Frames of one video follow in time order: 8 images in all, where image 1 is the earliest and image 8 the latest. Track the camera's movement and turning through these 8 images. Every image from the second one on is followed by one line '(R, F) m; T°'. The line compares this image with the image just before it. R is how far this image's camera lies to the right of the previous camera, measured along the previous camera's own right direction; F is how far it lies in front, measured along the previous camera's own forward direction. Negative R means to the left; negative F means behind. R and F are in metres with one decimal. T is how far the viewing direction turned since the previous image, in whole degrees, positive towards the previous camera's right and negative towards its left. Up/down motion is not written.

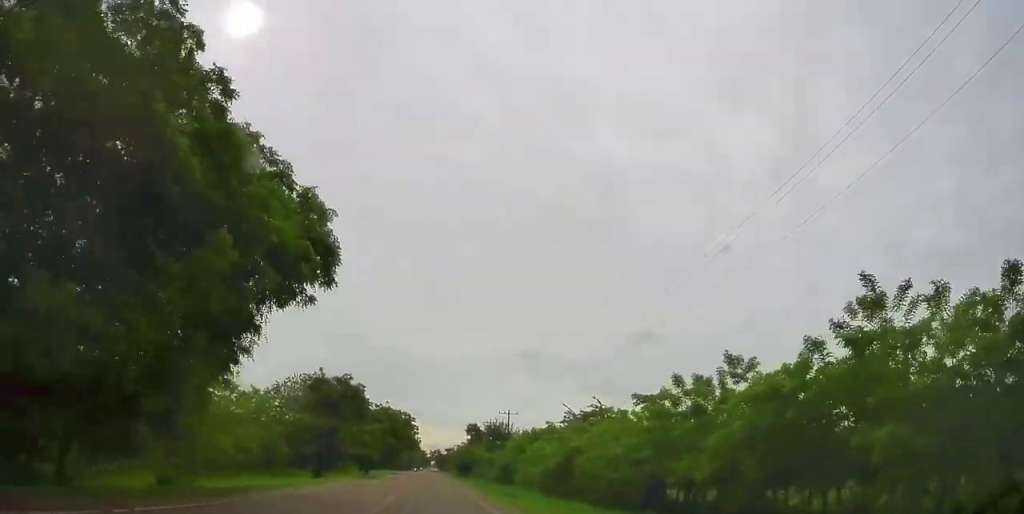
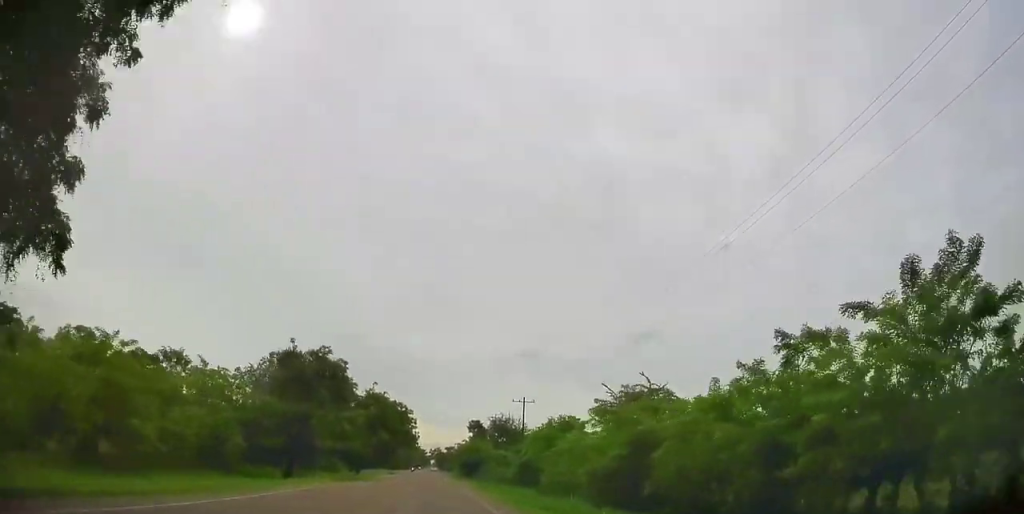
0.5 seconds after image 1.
(0.0, +11.9) m; 0°
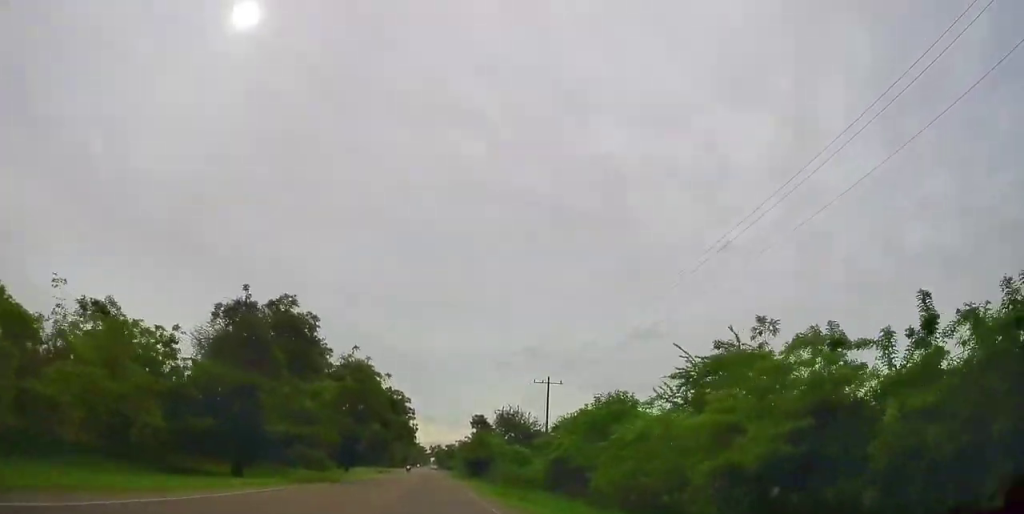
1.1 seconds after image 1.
(+0.3, +12.8) m; 0°
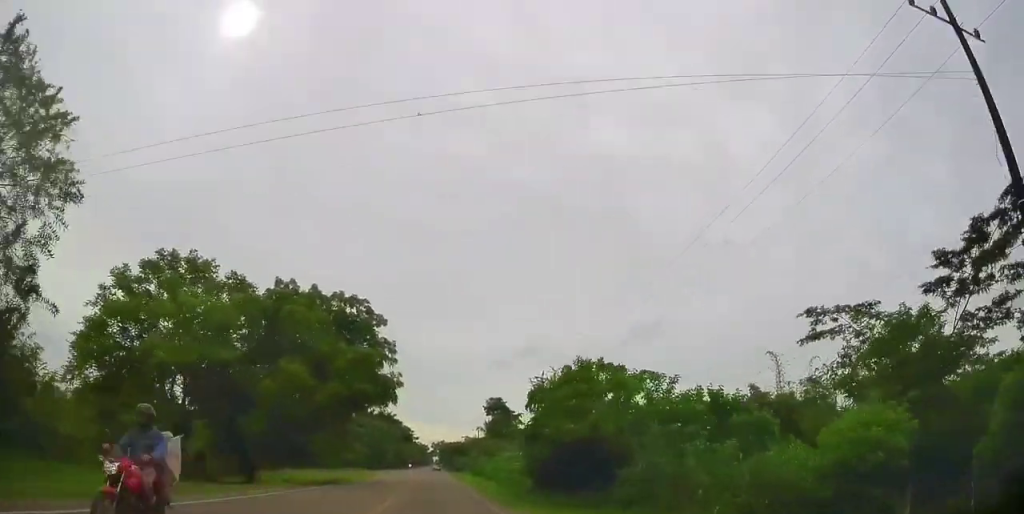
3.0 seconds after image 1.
(+0.3, +42.9) m; +1°
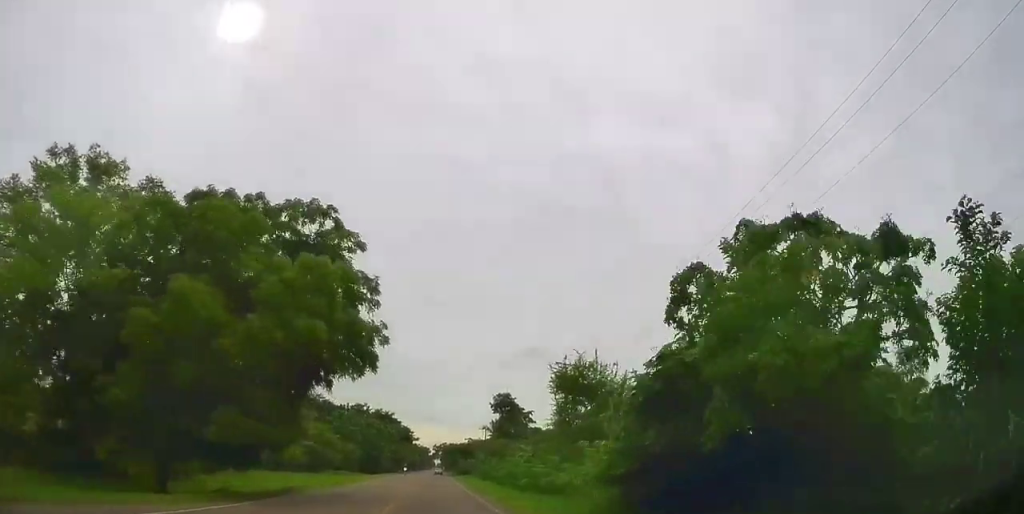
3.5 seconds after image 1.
(+0.1, +12.6) m; 0°
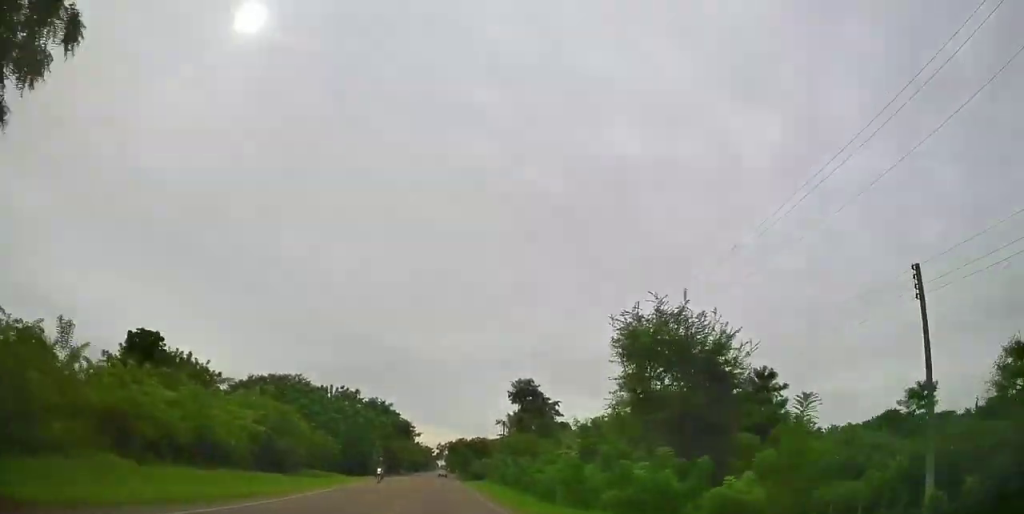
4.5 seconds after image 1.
(-0.6, +22.3) m; -1°
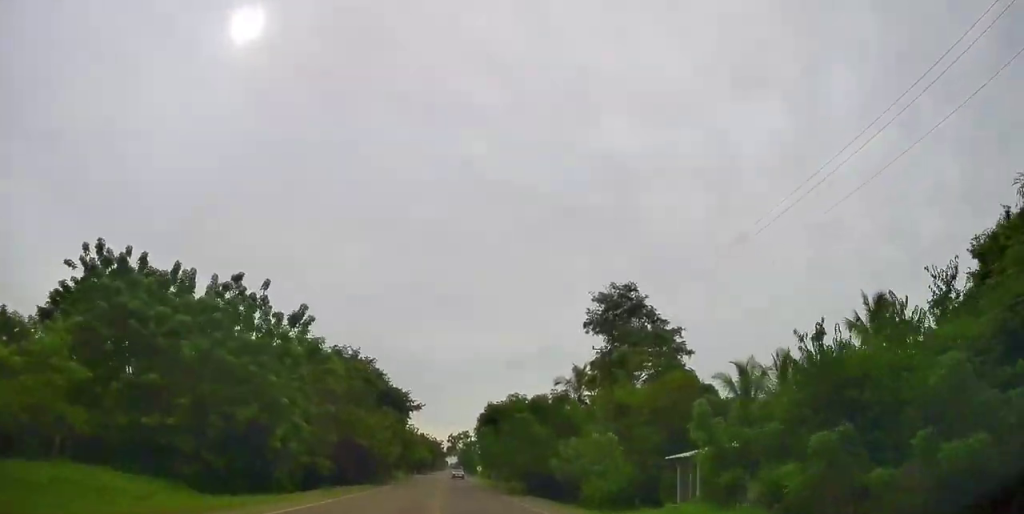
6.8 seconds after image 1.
(+0.2, +50.0) m; -1°
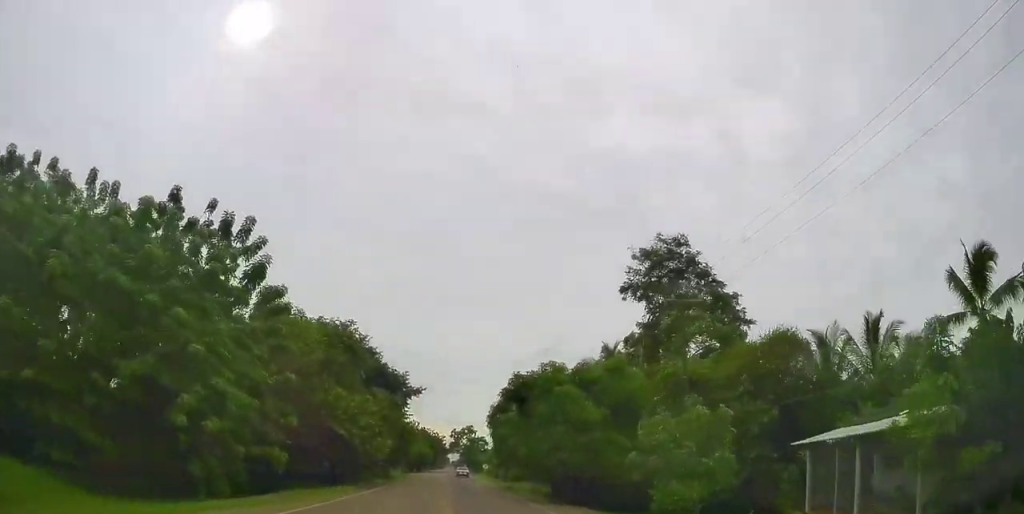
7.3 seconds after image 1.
(-0.1, +10.4) m; -1°
